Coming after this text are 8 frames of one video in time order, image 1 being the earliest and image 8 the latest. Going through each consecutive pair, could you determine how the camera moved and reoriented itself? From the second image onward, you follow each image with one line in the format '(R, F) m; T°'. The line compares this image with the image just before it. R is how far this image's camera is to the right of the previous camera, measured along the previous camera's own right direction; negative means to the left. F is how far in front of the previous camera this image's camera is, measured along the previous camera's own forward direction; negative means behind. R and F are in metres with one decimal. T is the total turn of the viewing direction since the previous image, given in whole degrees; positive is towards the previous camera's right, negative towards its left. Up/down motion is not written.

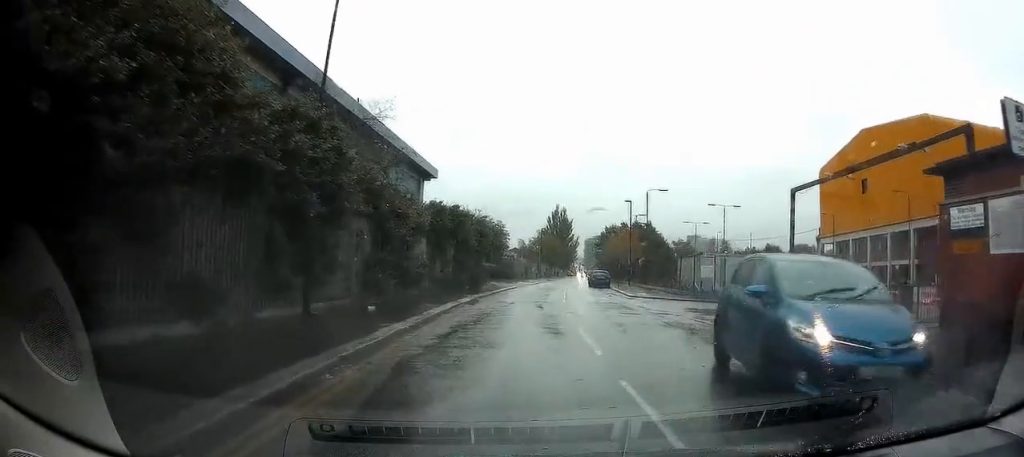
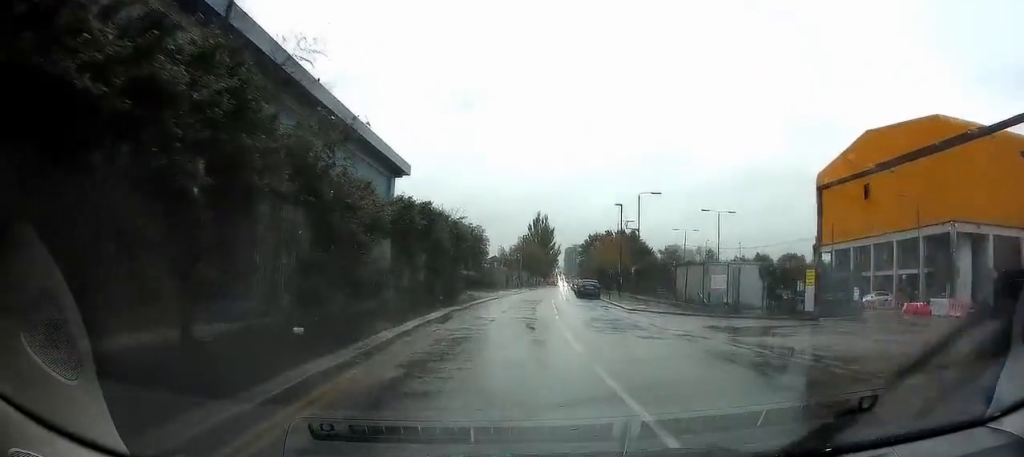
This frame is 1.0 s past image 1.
(+0.4, +4.1) m; +3°
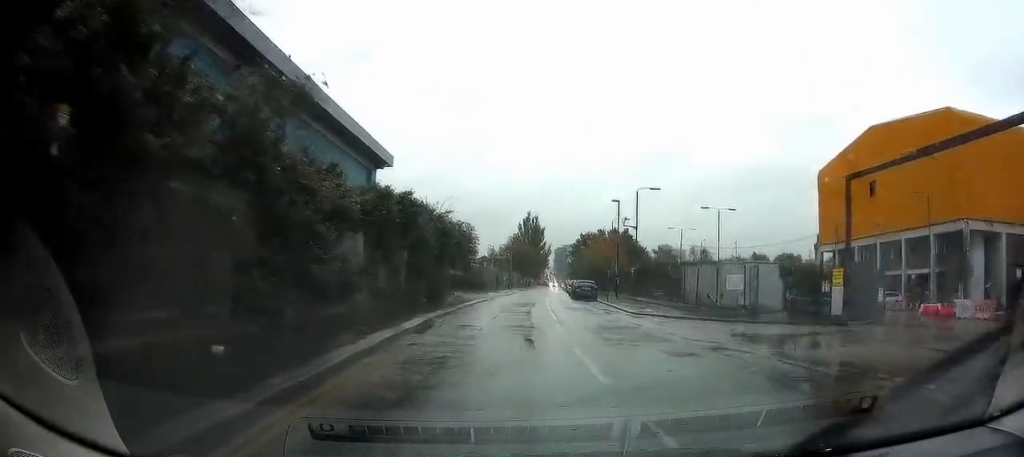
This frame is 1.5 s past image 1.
(+0.2, +2.4) m; +1°
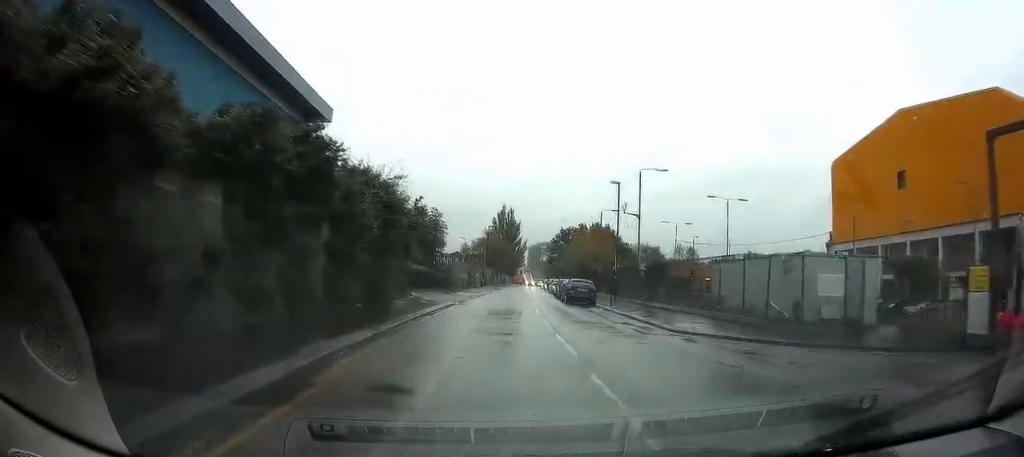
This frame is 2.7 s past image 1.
(-0.4, +8.2) m; +2°
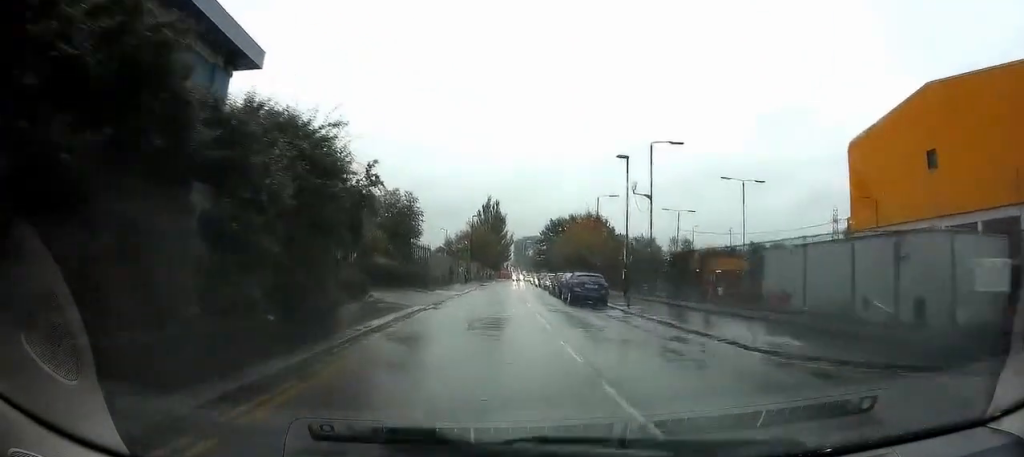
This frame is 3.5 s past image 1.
(+0.3, +6.6) m; +4°
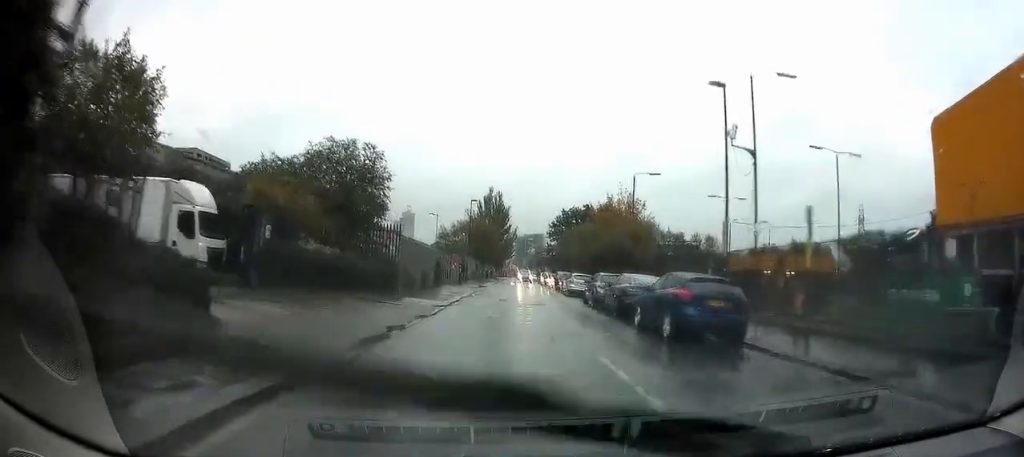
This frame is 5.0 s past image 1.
(+0.2, +14.6) m; +2°
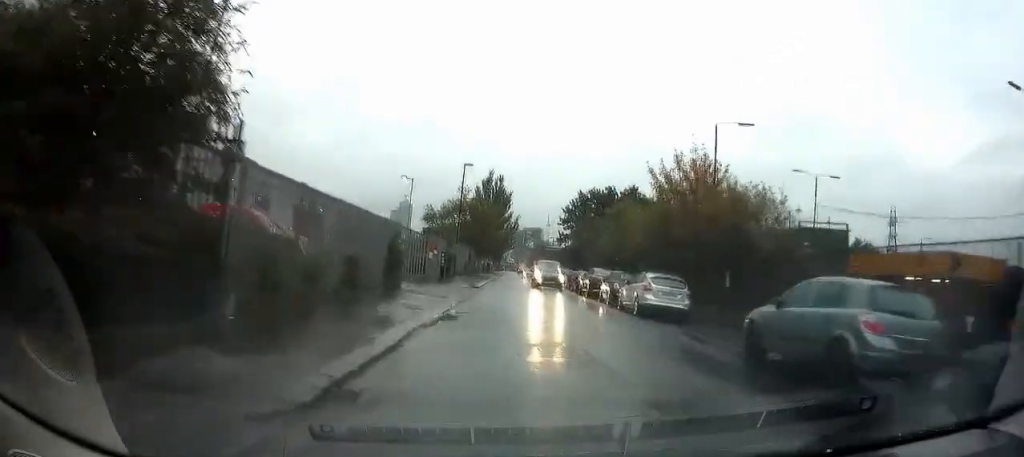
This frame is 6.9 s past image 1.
(+0.6, +18.3) m; +1°
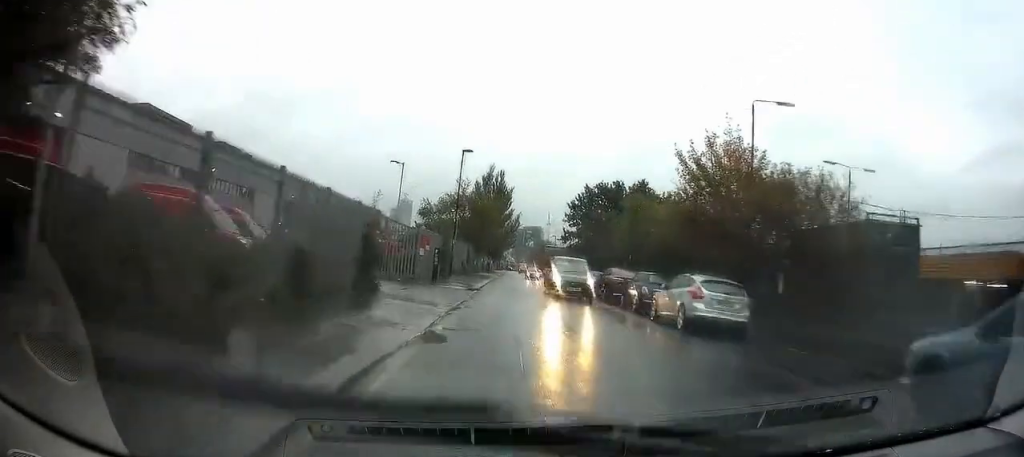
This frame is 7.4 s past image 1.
(0.0, +5.1) m; -1°
